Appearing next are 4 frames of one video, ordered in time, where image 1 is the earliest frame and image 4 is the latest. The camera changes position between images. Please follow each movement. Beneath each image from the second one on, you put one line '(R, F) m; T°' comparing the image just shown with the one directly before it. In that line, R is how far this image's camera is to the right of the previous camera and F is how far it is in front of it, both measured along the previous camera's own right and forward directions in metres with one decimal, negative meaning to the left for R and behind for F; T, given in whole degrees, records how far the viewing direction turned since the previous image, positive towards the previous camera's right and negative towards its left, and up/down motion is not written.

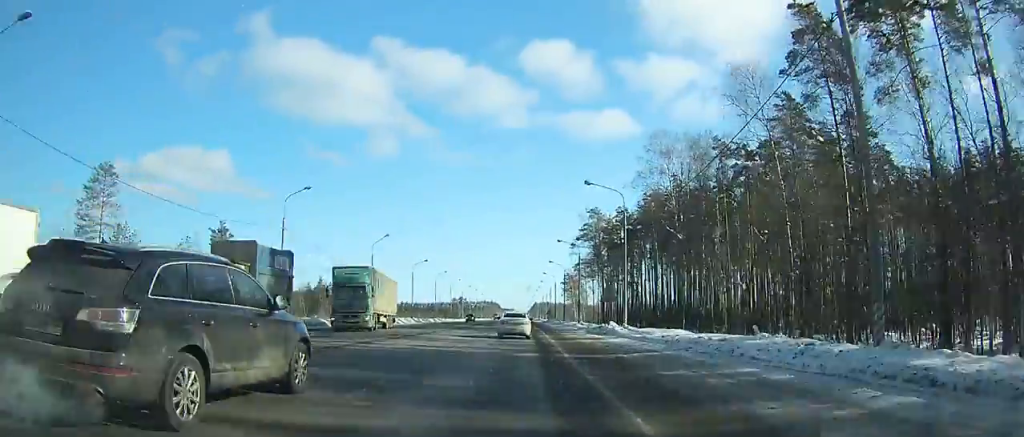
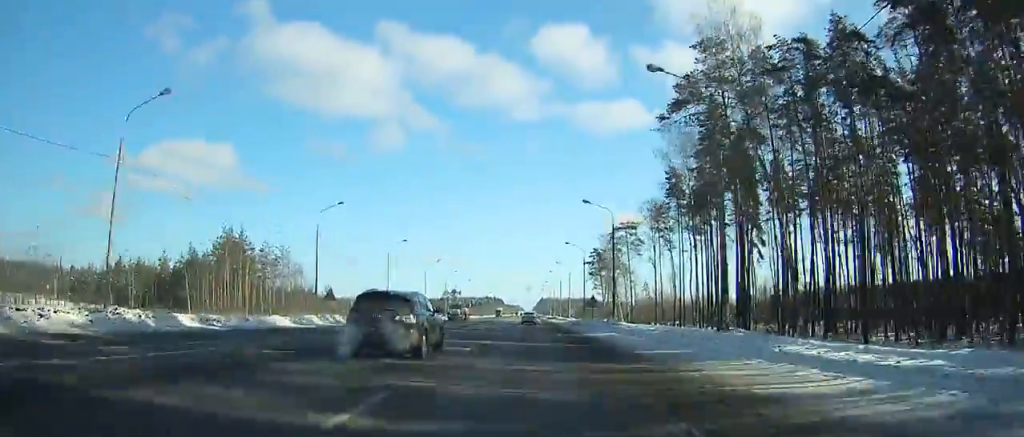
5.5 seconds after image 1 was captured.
(-0.8, +74.0) m; -1°
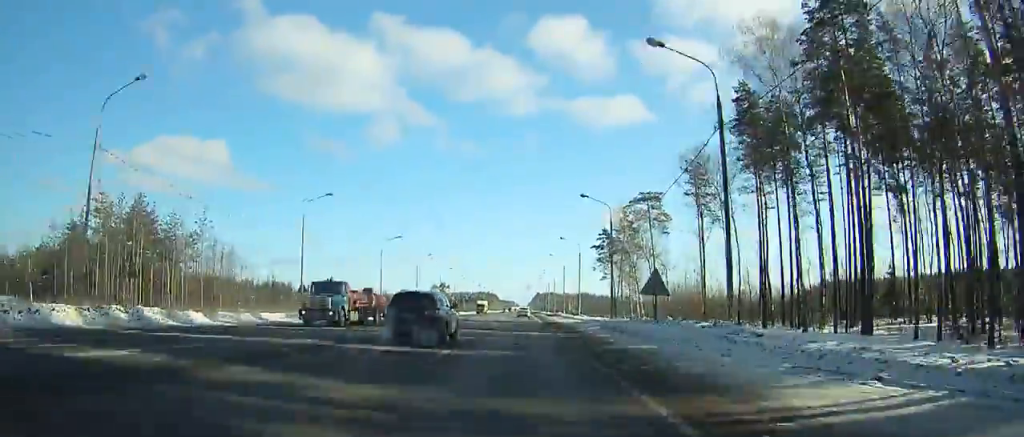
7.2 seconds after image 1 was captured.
(+0.2, +27.7) m; 0°
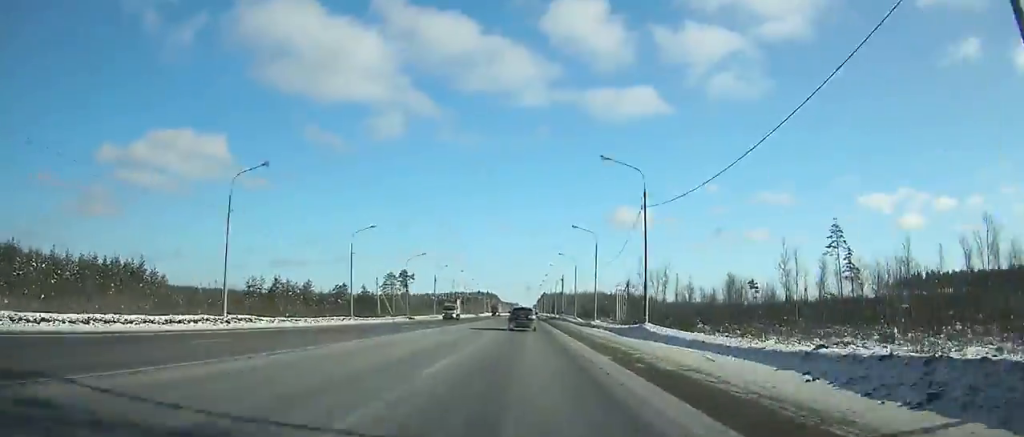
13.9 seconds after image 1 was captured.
(-0.9, +124.0) m; 0°
